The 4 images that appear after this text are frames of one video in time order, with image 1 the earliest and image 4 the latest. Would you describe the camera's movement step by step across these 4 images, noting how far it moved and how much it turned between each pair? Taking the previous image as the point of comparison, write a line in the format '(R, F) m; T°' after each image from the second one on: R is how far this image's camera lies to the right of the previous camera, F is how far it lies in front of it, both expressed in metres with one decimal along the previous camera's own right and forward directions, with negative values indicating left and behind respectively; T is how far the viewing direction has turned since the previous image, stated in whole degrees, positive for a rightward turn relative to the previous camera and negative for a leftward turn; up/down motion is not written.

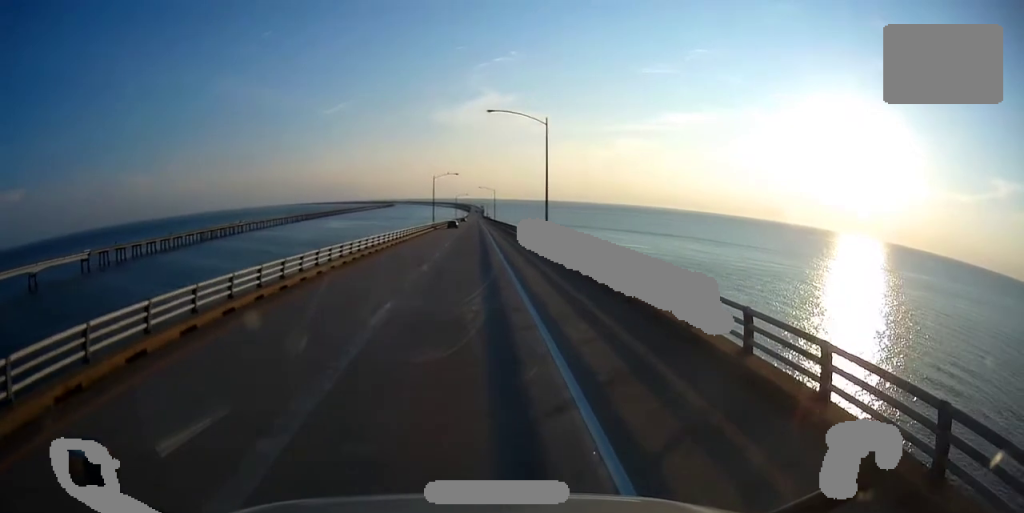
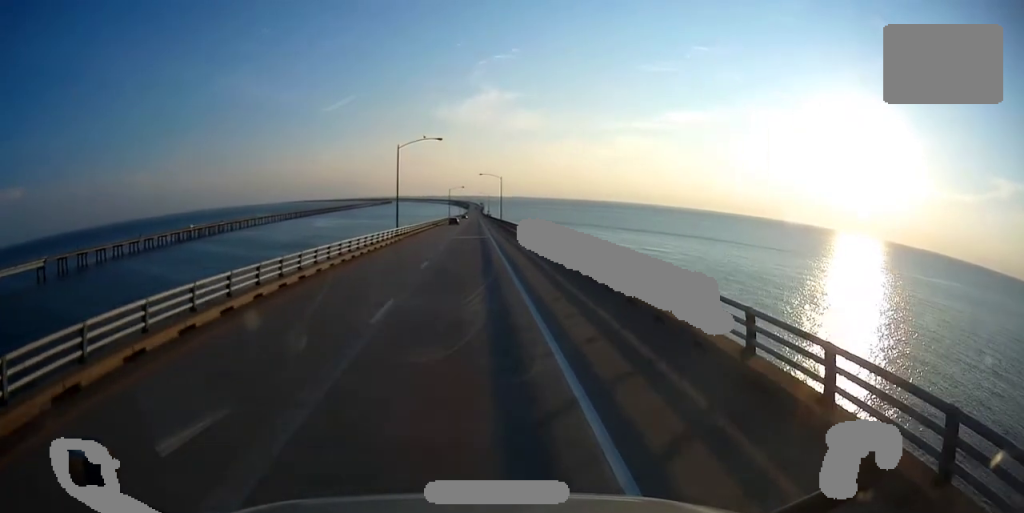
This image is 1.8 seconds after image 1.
(-0.2, +48.0) m; 0°
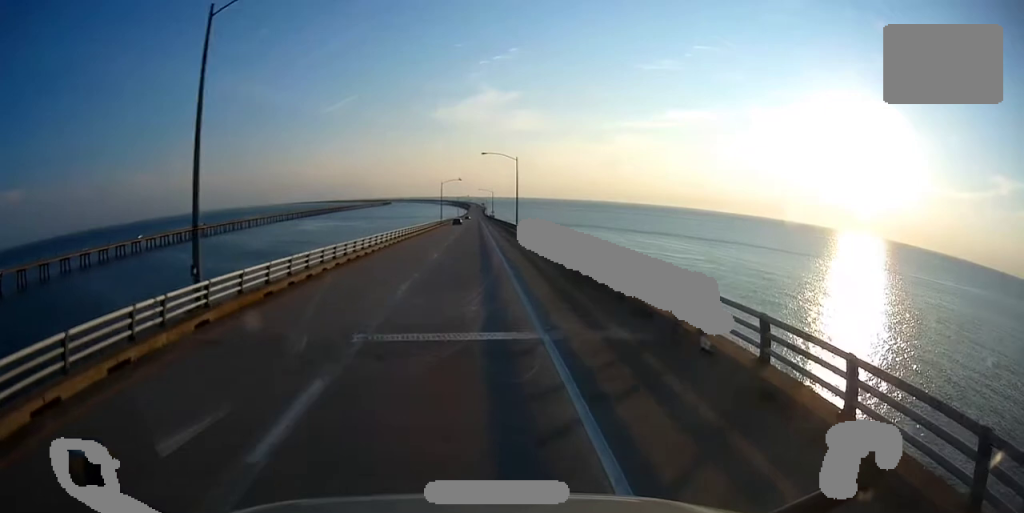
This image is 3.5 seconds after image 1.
(+0.2, +44.0) m; 0°
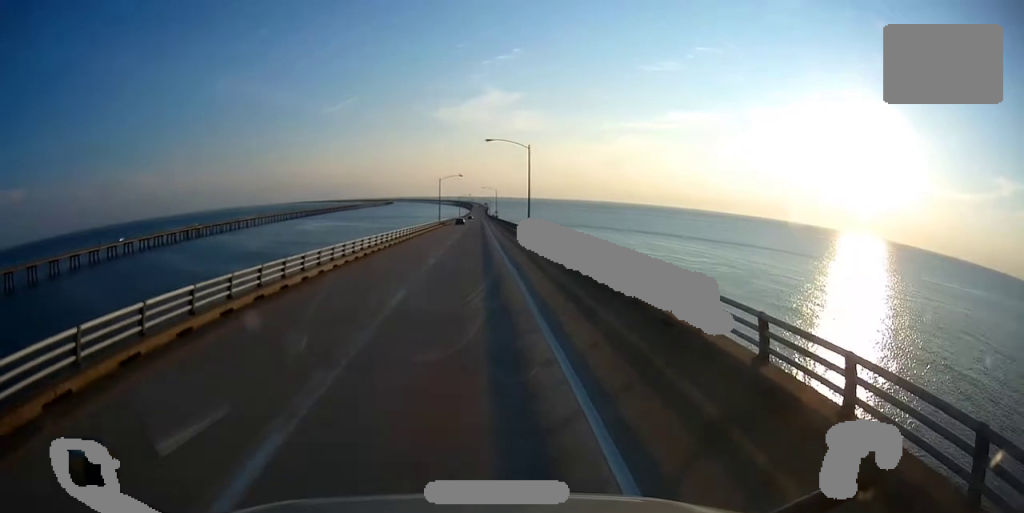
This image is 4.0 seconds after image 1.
(0.0, +13.6) m; 0°
